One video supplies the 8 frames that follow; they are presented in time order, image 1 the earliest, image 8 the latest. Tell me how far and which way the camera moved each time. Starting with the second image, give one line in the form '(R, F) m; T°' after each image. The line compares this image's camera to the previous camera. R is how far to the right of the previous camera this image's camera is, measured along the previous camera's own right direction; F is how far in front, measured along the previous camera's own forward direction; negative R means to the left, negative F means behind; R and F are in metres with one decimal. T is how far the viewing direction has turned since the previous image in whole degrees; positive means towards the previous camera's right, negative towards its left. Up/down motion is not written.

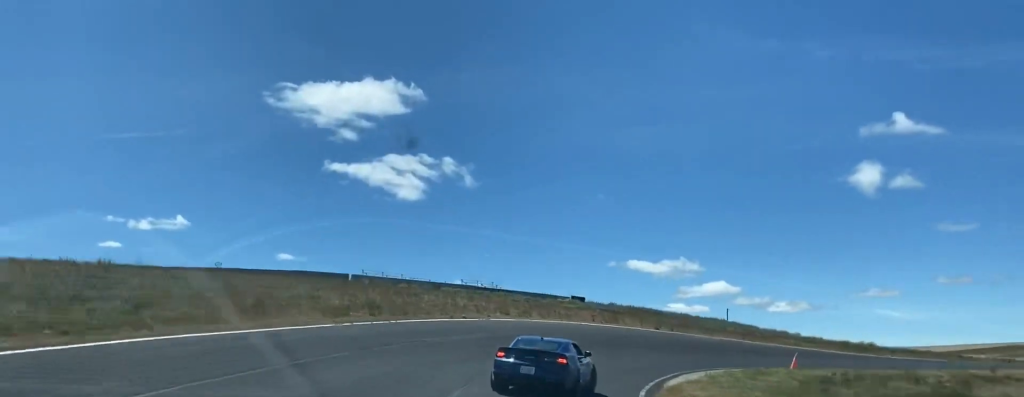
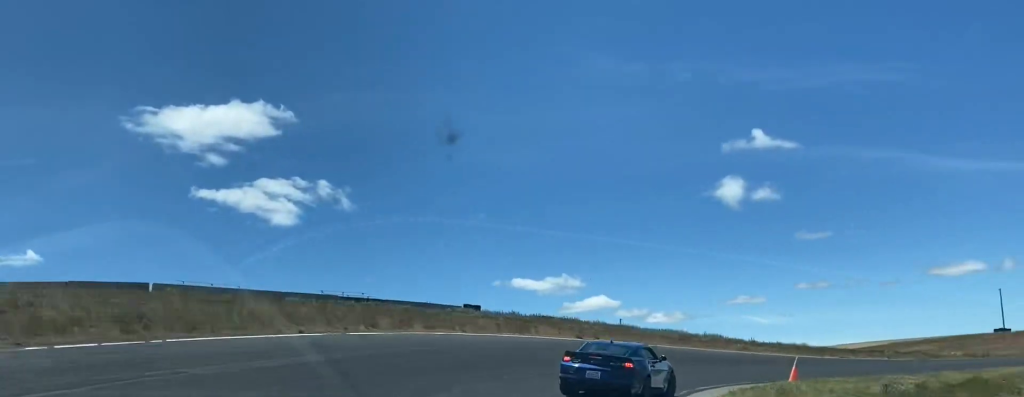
(-2.1, +13.9) m; +4°
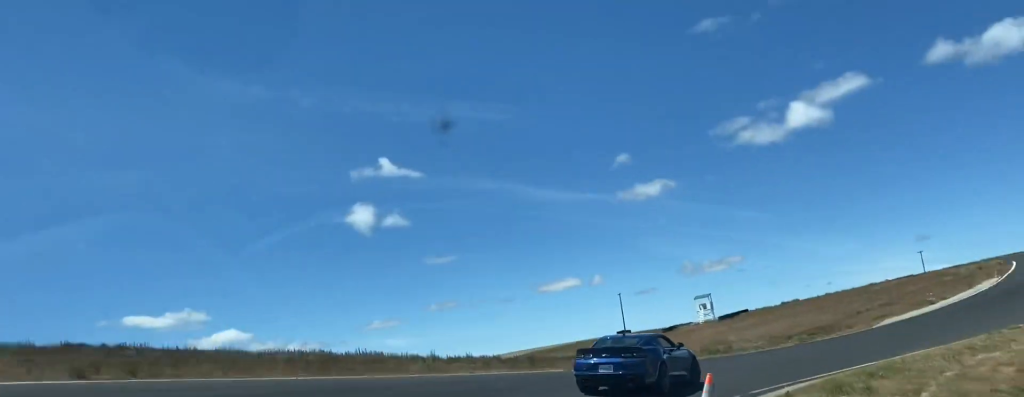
(+5.0, +22.2) m; +29°
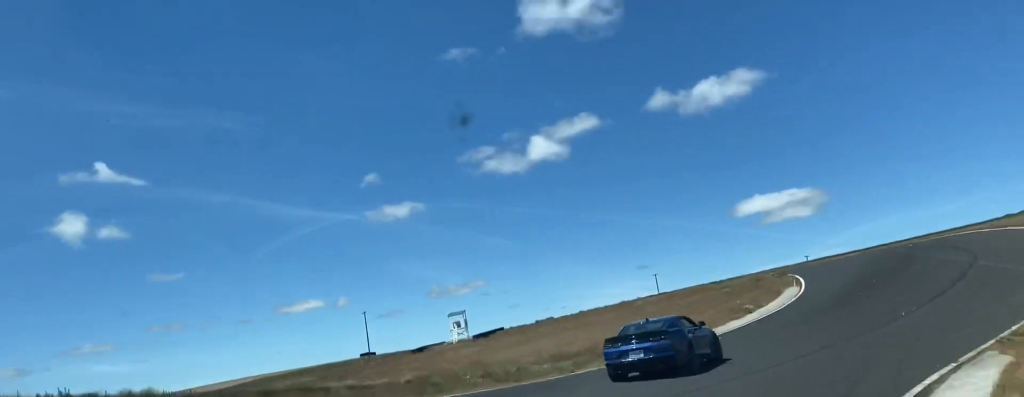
(+4.5, +14.8) m; +14°
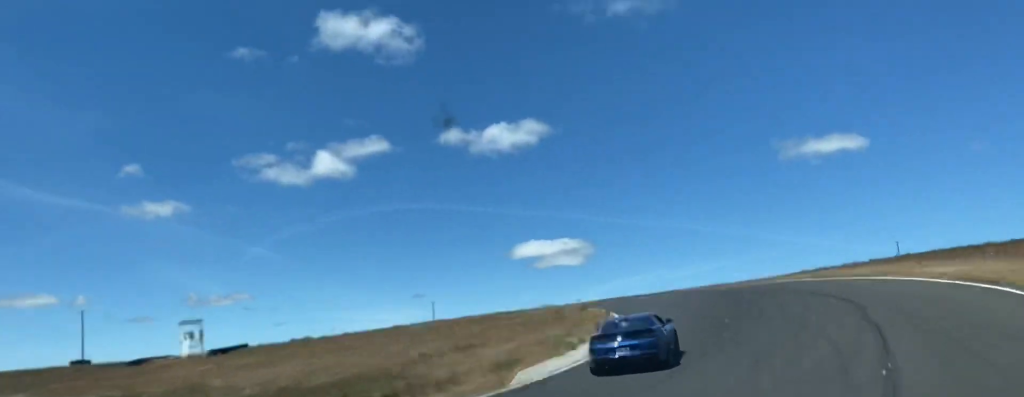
(+2.1, +14.0) m; +10°
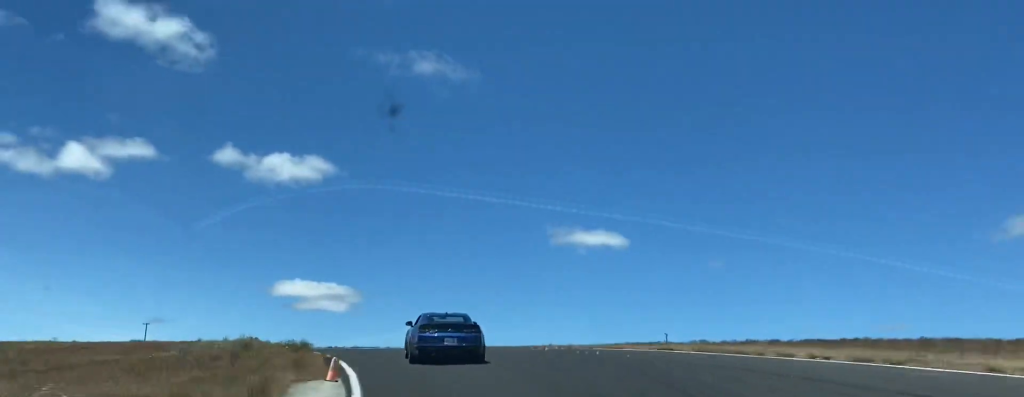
(0.0, +21.8) m; +8°
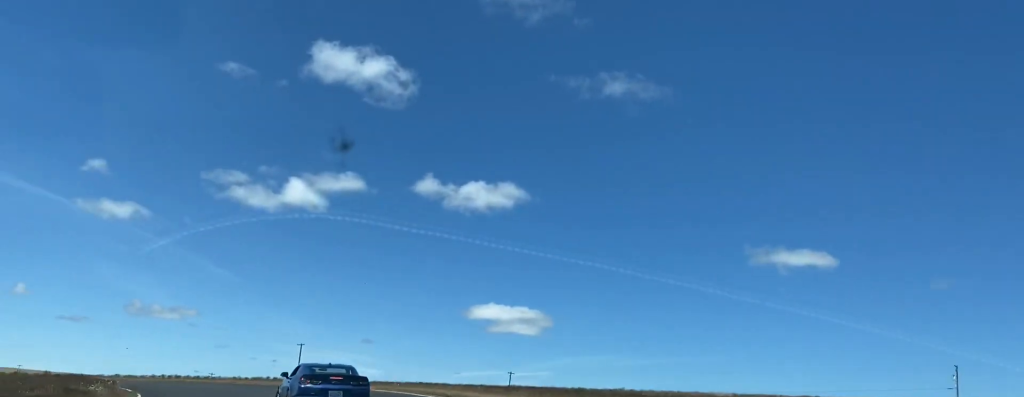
(+2.8, +35.3) m; -4°
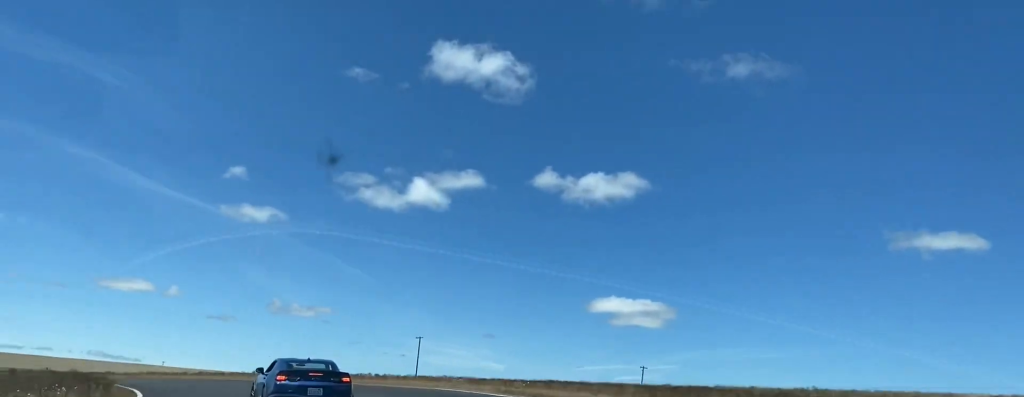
(-0.2, +11.3) m; -7°
